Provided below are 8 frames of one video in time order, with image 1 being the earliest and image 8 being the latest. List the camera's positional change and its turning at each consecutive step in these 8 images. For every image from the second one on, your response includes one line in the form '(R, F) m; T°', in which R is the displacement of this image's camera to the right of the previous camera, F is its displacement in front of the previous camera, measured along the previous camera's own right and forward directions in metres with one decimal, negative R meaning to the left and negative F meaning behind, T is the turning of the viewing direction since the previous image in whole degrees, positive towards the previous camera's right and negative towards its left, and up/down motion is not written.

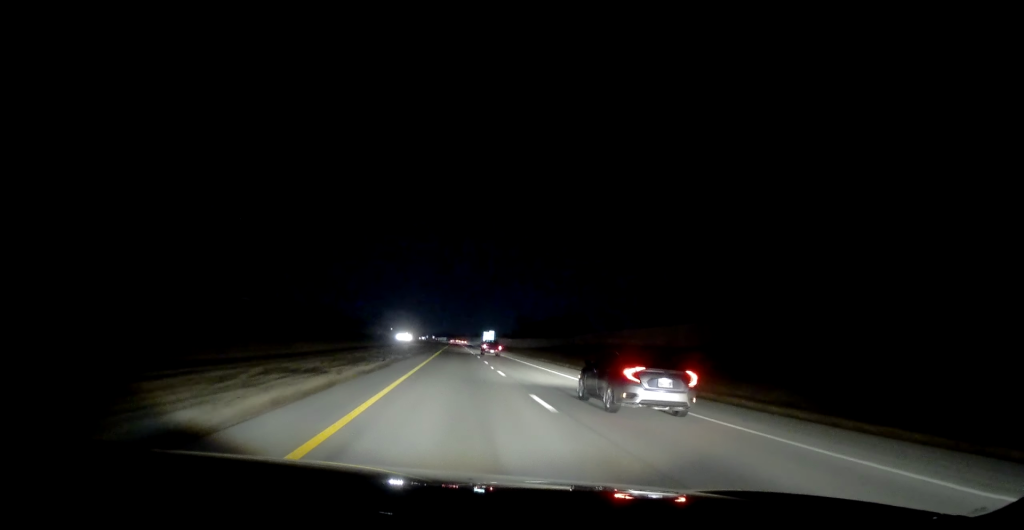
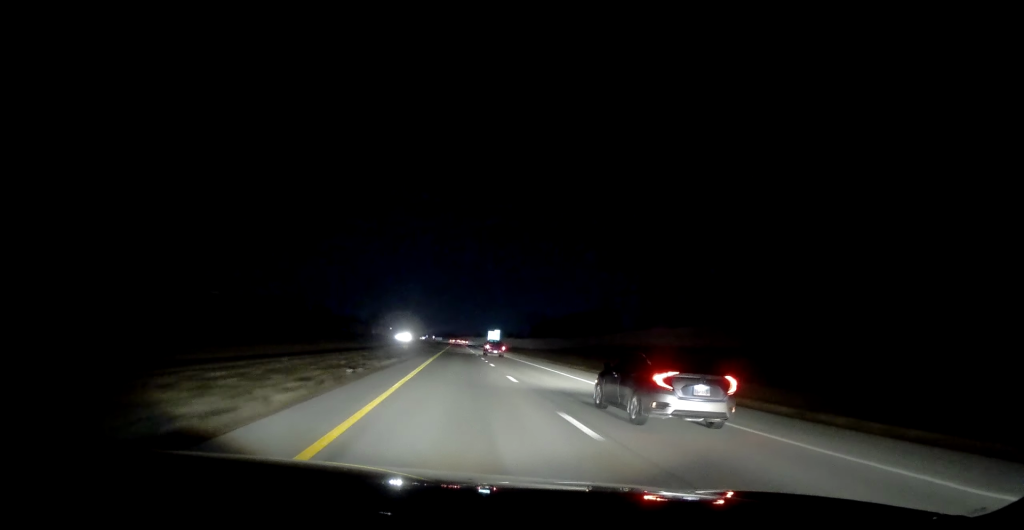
(+0.1, +27.8) m; 0°
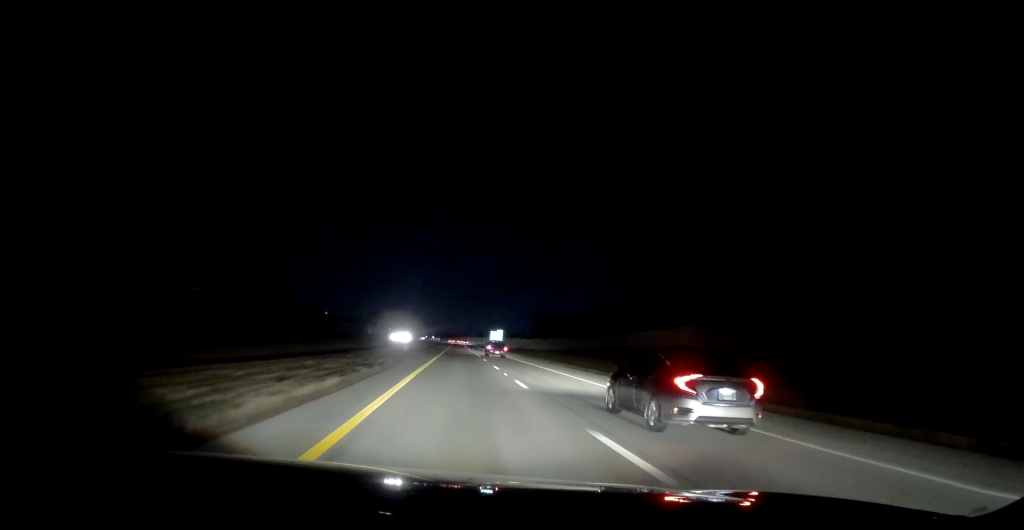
(-0.1, +14.4) m; -1°
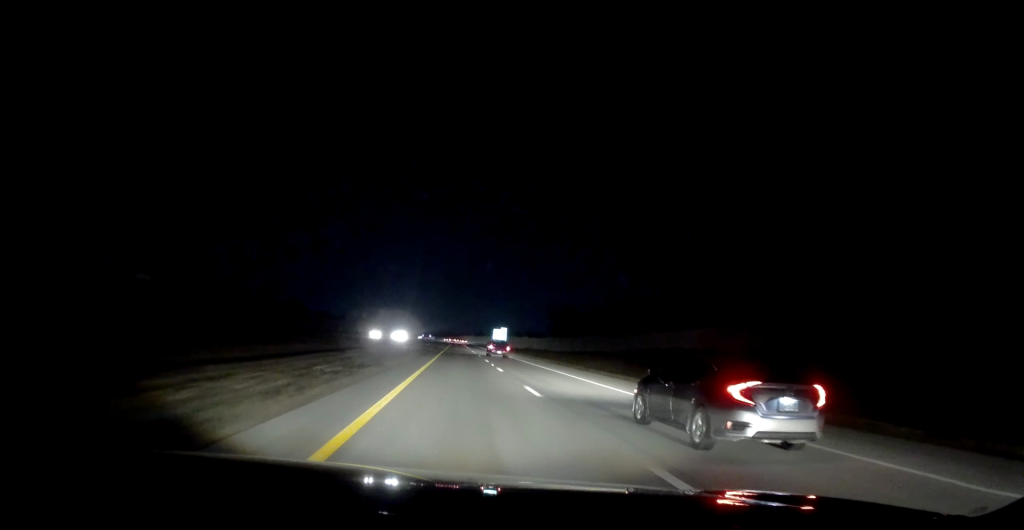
(-0.2, +26.8) m; +1°
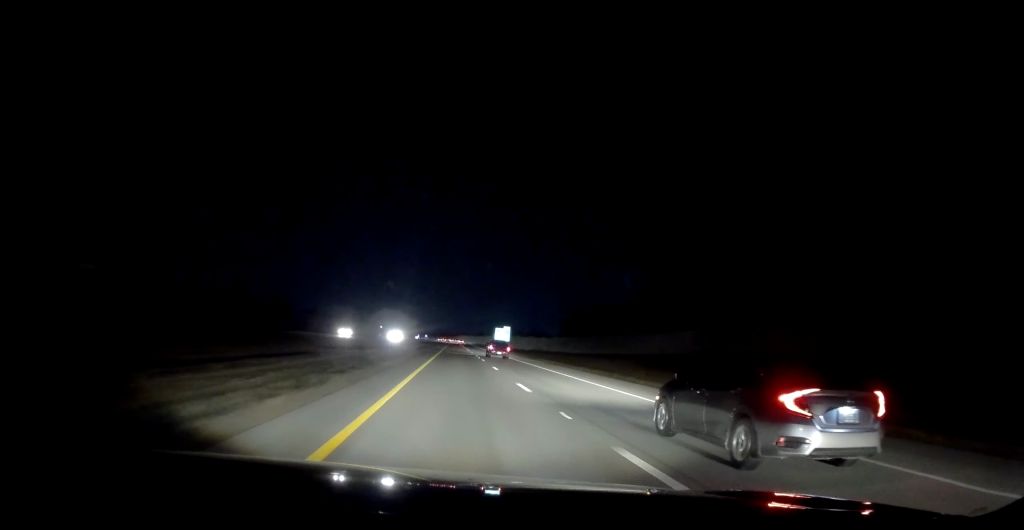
(+0.3, +22.7) m; 0°
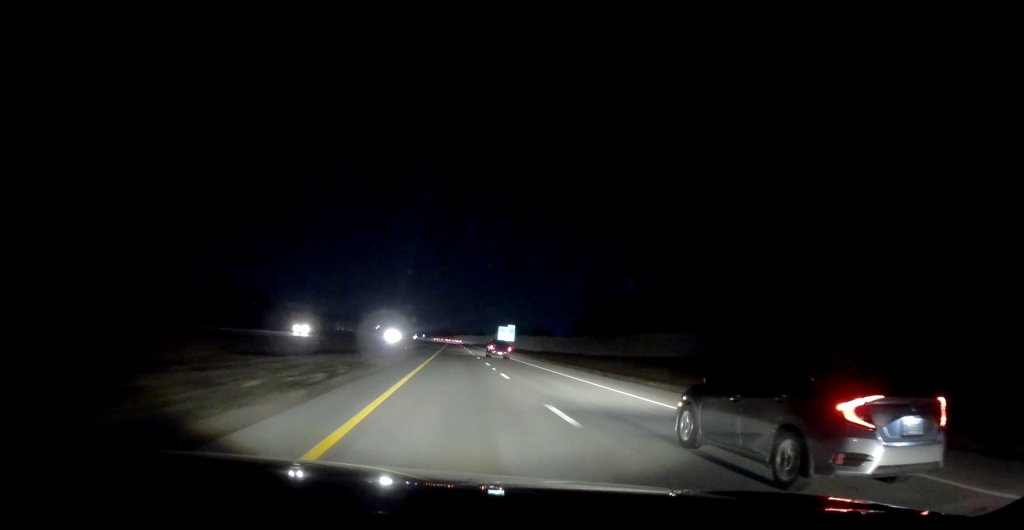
(+0.3, +18.5) m; 0°
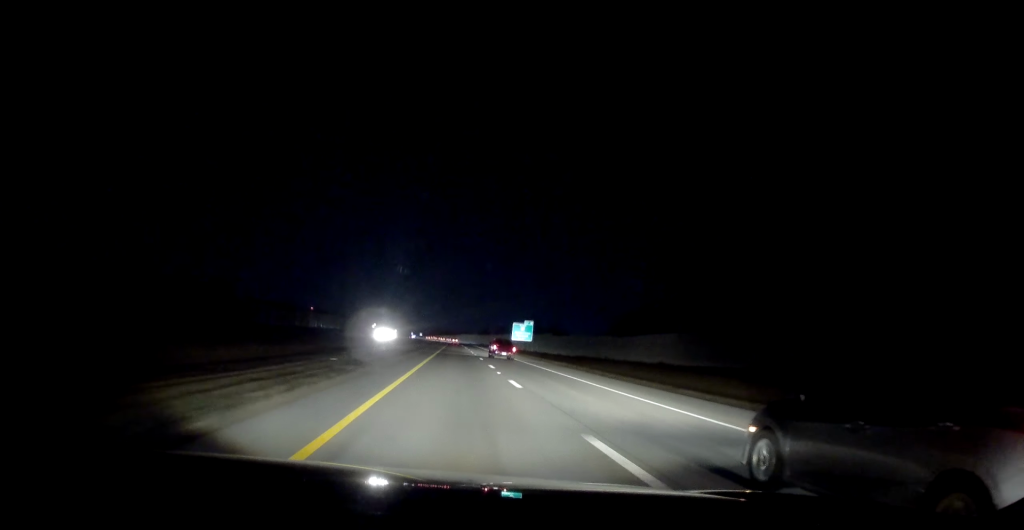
(-0.4, +41.4) m; 0°
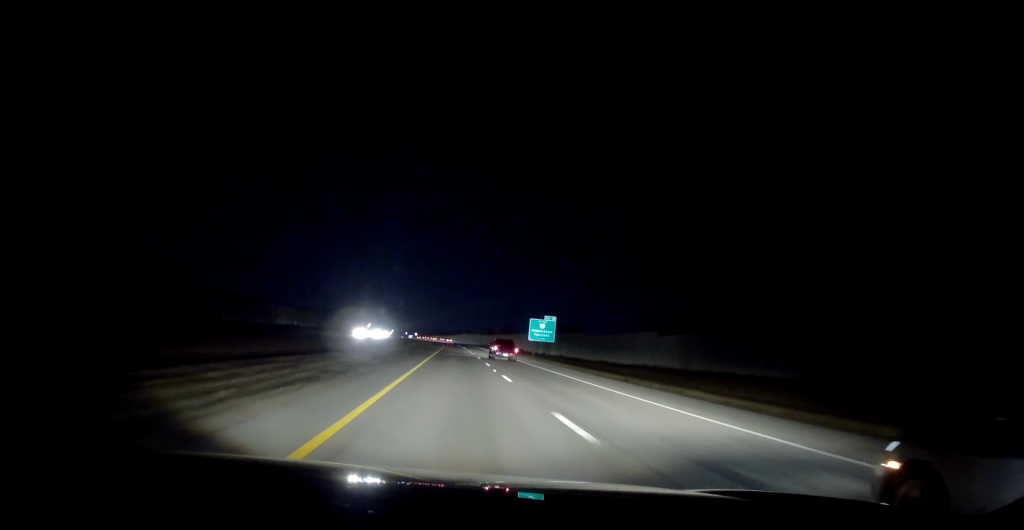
(+0.3, +33.3) m; 0°
